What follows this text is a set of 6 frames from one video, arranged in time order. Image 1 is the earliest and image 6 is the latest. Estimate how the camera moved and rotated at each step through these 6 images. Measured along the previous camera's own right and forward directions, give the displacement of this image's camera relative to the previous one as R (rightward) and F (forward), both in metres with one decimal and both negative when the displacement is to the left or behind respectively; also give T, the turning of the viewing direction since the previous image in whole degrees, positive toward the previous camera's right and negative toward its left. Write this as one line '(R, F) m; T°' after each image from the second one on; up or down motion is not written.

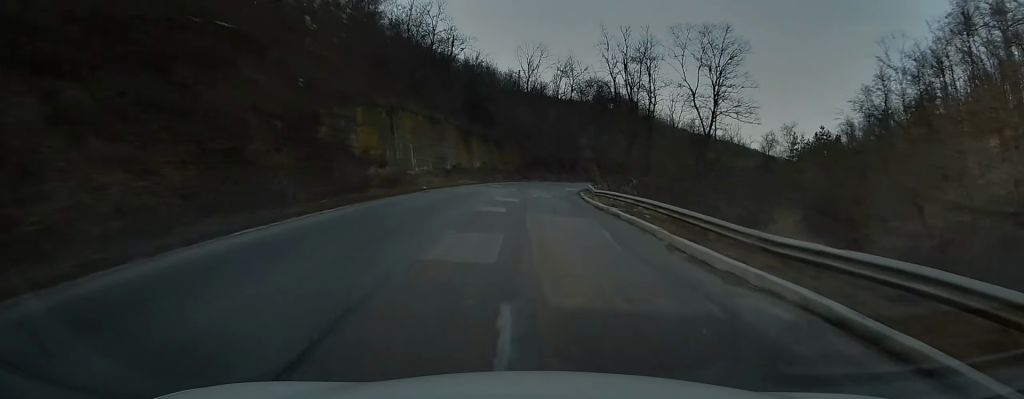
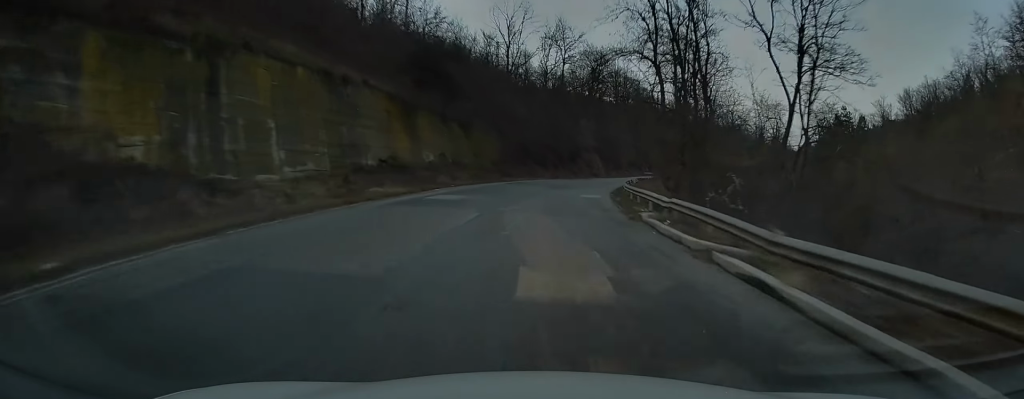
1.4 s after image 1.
(+0.6, +26.8) m; +4°
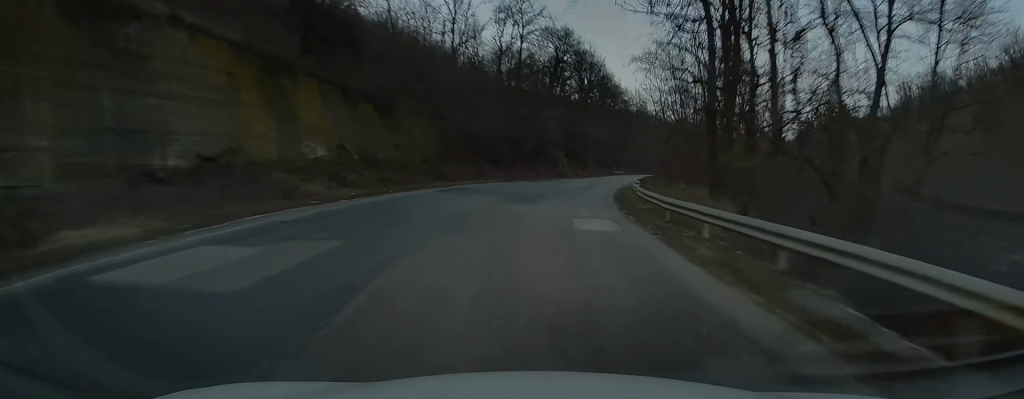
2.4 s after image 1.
(+0.4, +17.4) m; +4°
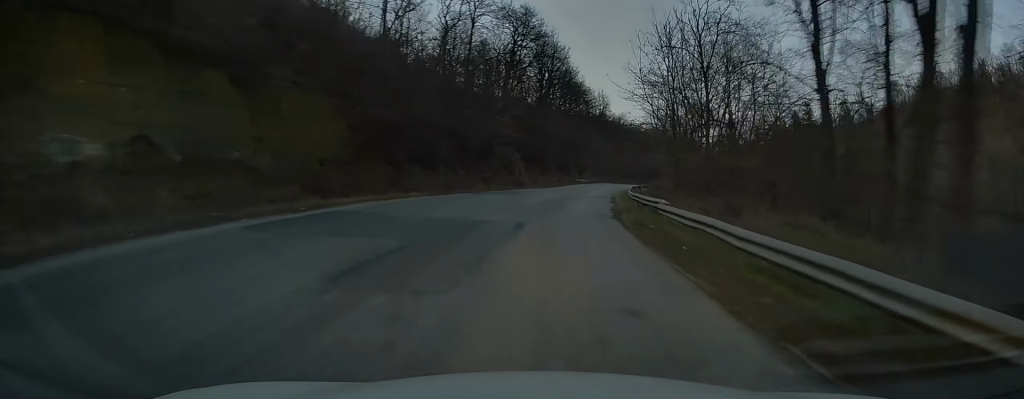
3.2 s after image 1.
(+0.5, +14.8) m; +4°
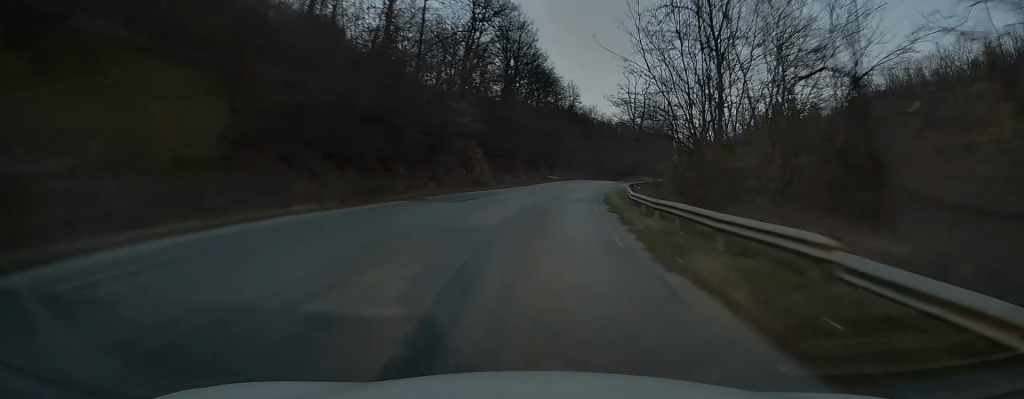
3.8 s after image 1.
(+0.4, +11.0) m; +2°
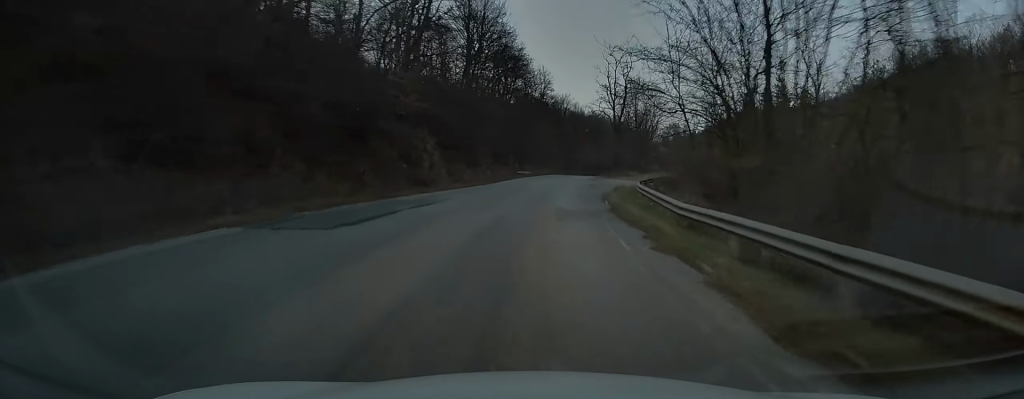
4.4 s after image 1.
(+0.2, +12.2) m; +2°
